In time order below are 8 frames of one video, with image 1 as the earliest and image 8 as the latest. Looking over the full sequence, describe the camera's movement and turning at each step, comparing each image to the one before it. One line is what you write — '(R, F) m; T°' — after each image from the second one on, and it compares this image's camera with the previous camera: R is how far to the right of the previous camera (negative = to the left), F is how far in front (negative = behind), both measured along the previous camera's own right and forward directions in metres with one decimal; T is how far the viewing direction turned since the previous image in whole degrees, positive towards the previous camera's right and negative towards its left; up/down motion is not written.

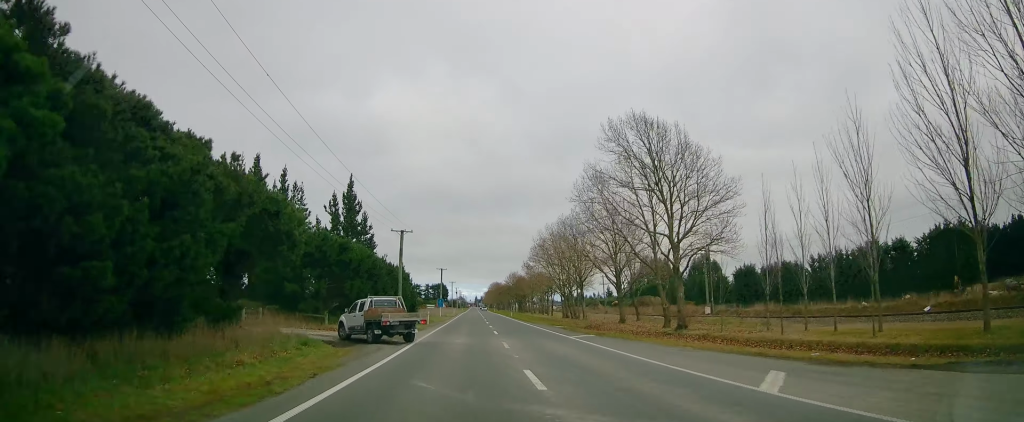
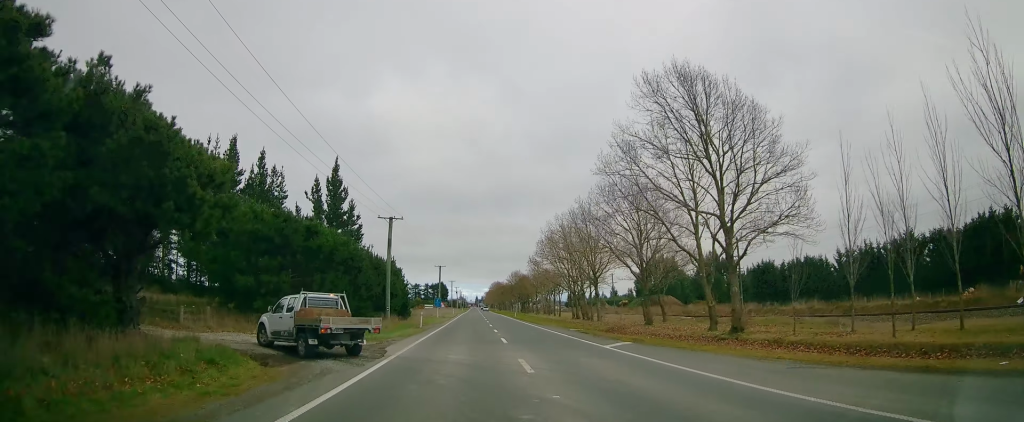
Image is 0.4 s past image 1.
(-0.3, +7.6) m; 0°
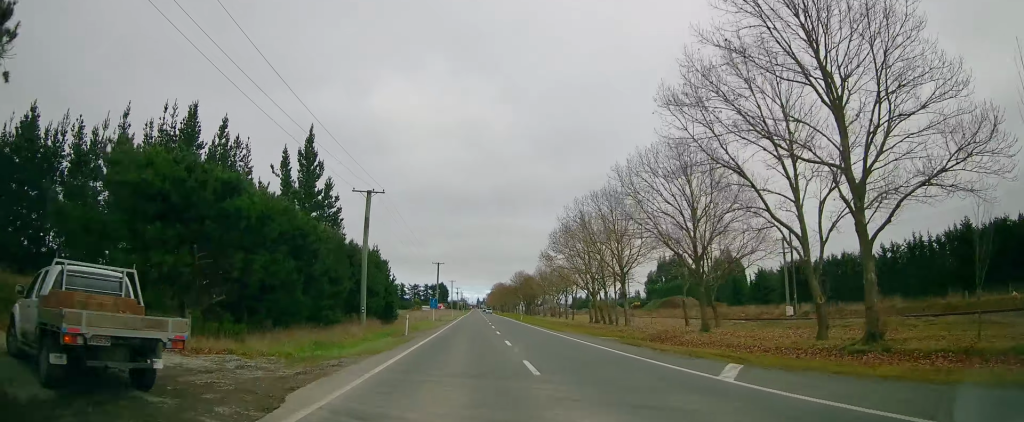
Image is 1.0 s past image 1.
(-0.3, +10.5) m; 0°
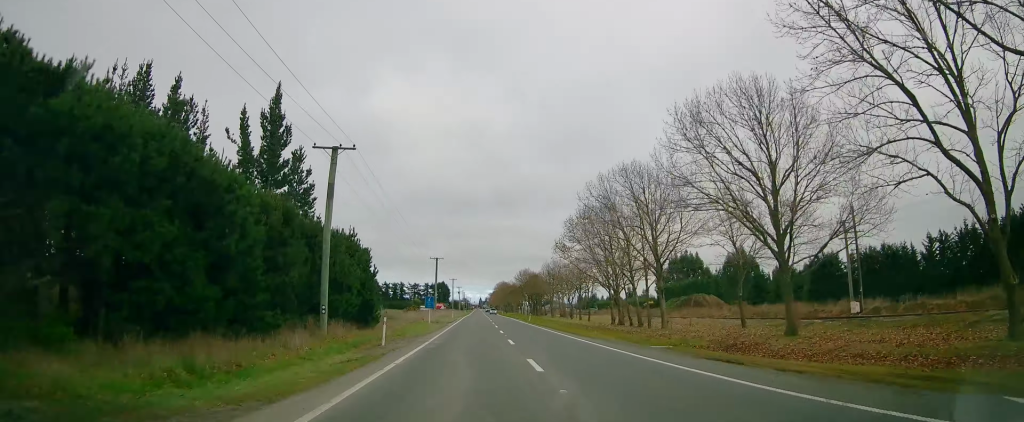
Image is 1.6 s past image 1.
(+0.3, +9.0) m; 0°
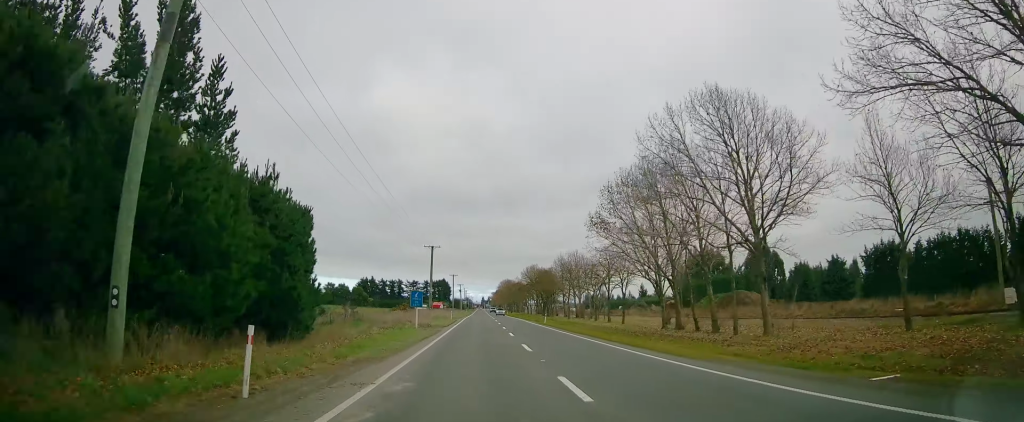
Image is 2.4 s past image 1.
(0.0, +14.1) m; -1°
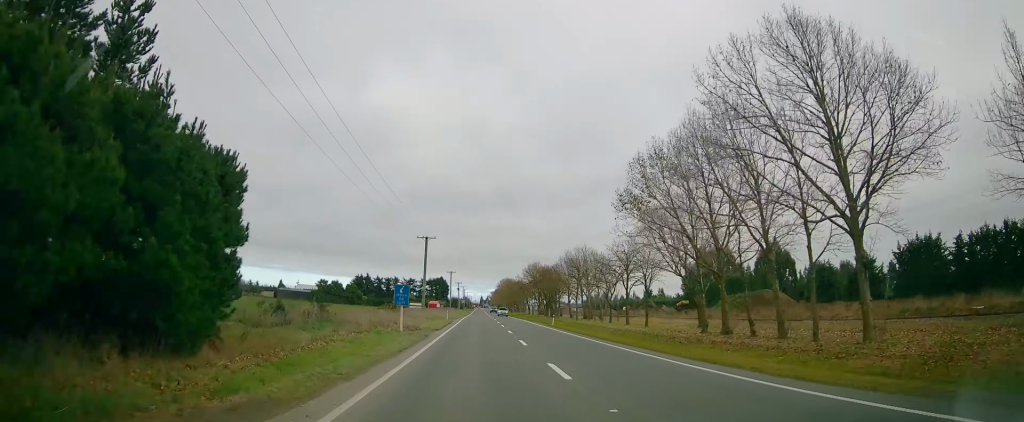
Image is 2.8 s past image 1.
(-0.1, +7.3) m; -1°
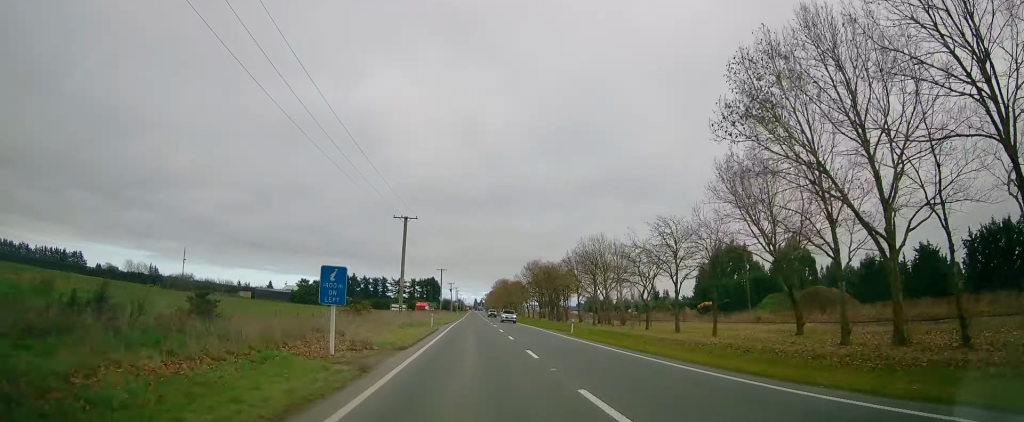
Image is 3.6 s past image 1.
(-0.1, +13.9) m; 0°
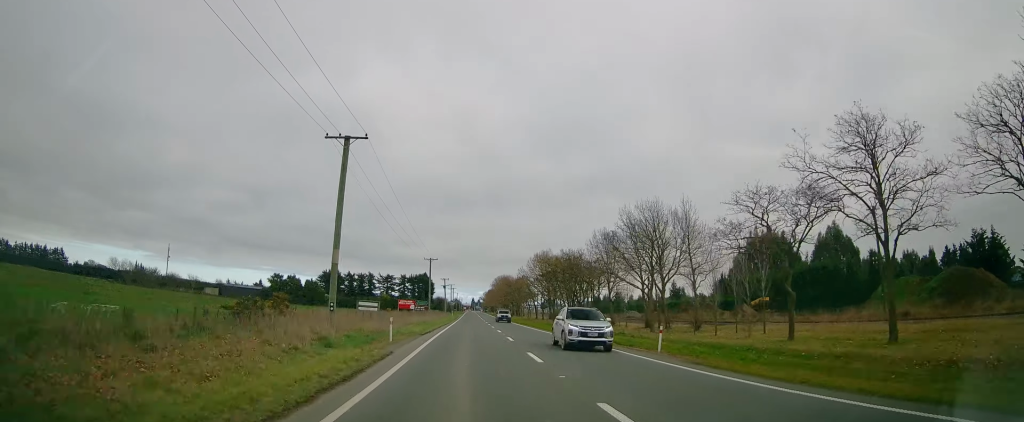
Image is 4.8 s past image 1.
(+0.3, +20.9) m; +1°
